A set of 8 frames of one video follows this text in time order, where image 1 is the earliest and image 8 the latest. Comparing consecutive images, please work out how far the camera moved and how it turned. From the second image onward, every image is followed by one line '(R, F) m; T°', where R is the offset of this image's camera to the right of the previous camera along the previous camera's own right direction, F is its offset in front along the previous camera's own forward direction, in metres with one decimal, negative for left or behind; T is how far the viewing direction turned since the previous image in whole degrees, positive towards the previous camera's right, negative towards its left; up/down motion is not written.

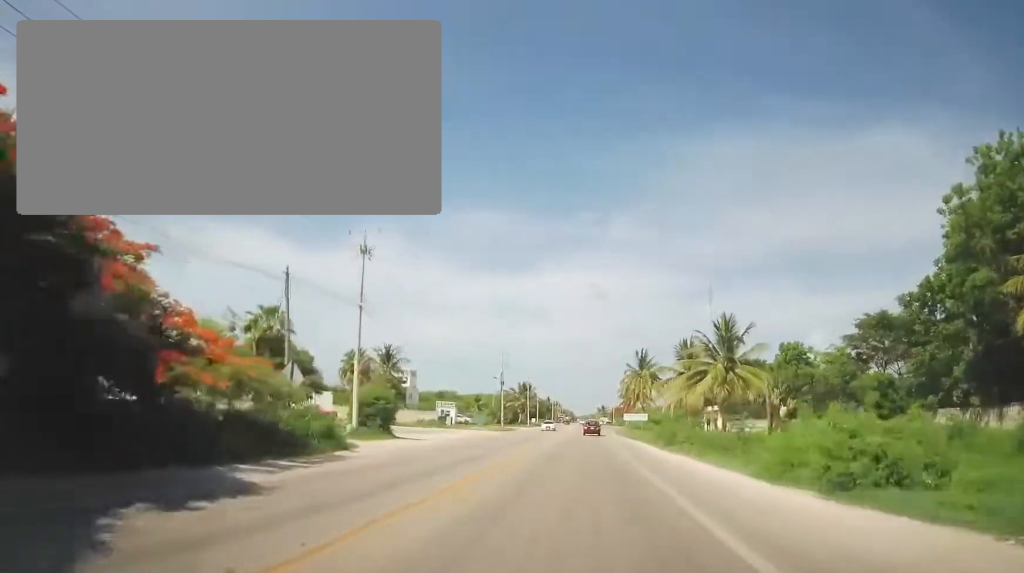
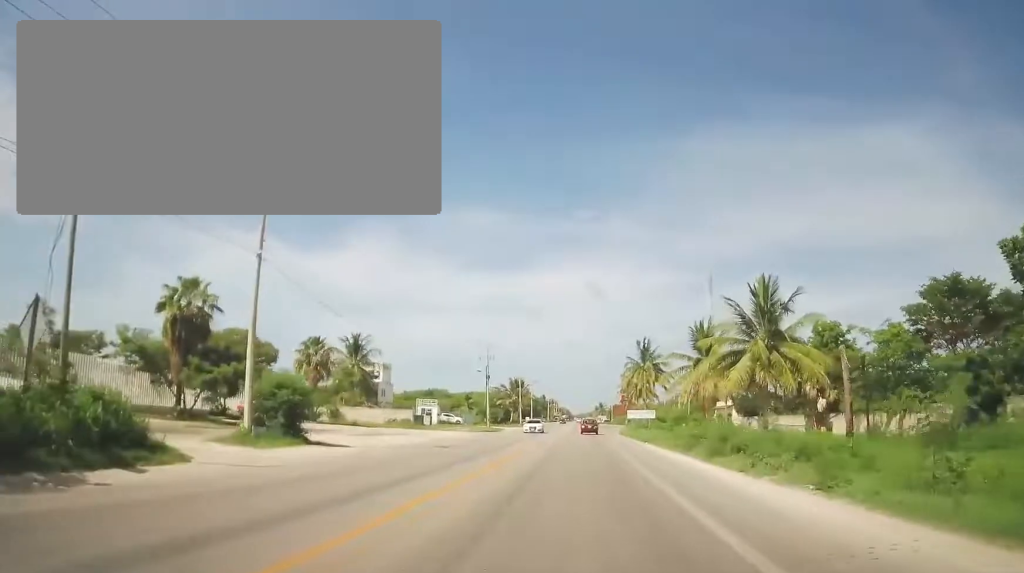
(-0.2, +11.1) m; +1°
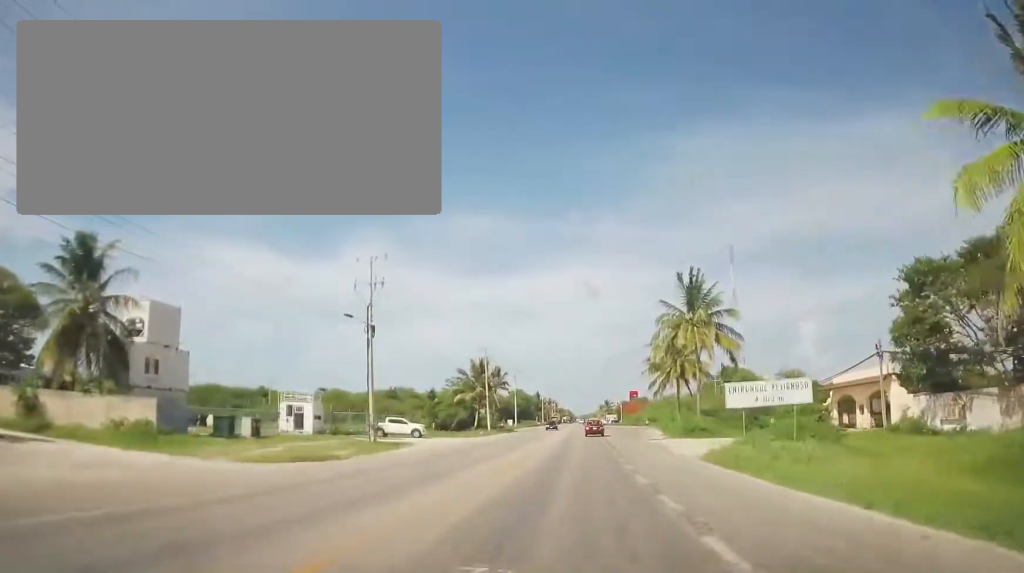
(+1.8, +46.2) m; +3°
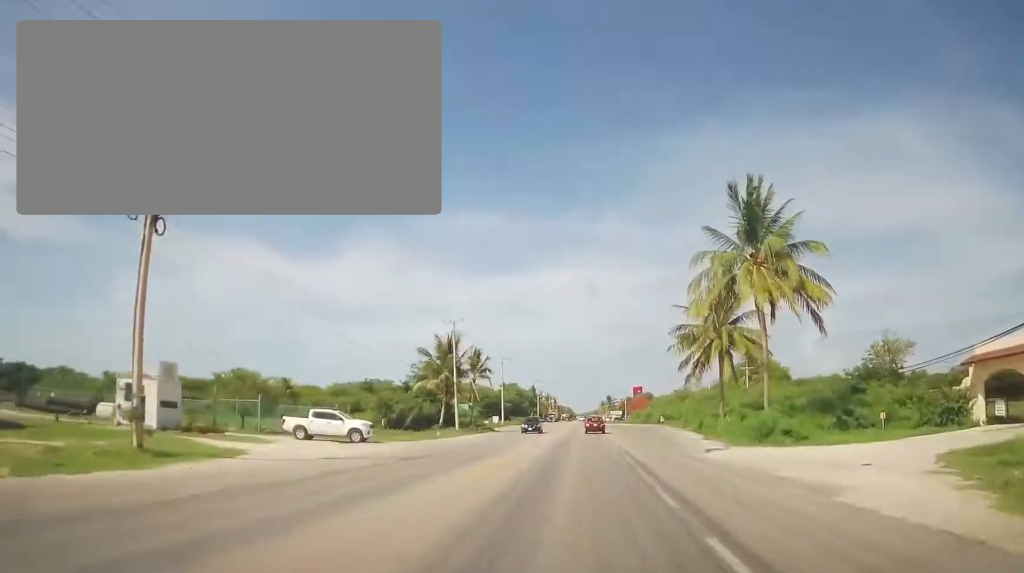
(0.0, +20.8) m; -1°
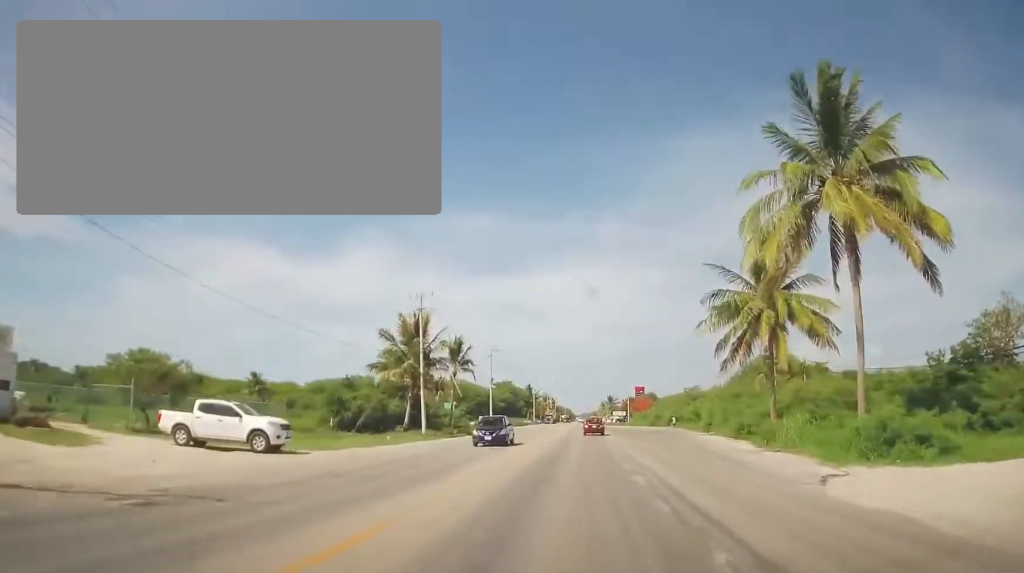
(-0.2, +12.8) m; -1°
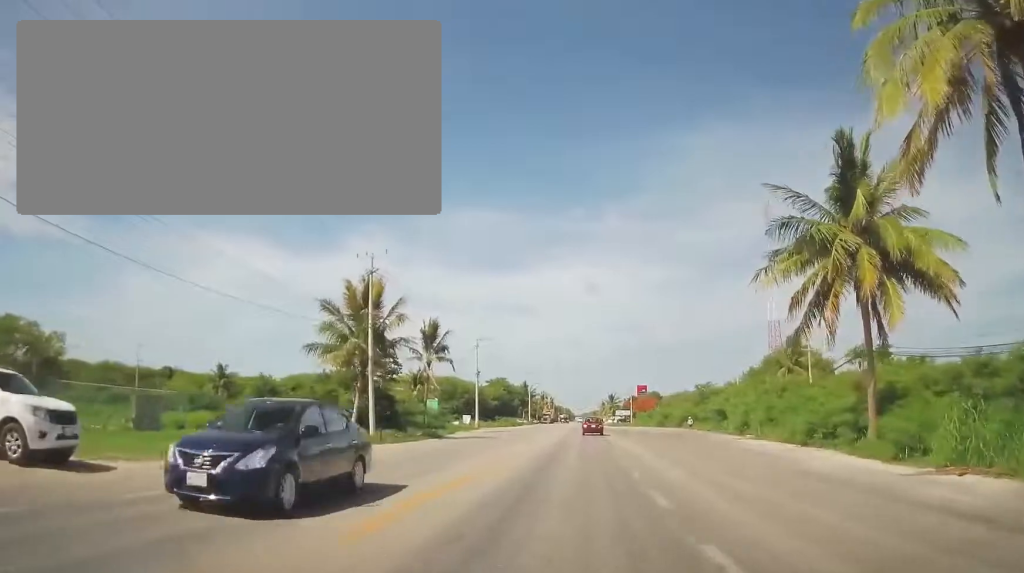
(-0.2, +12.3) m; -1°
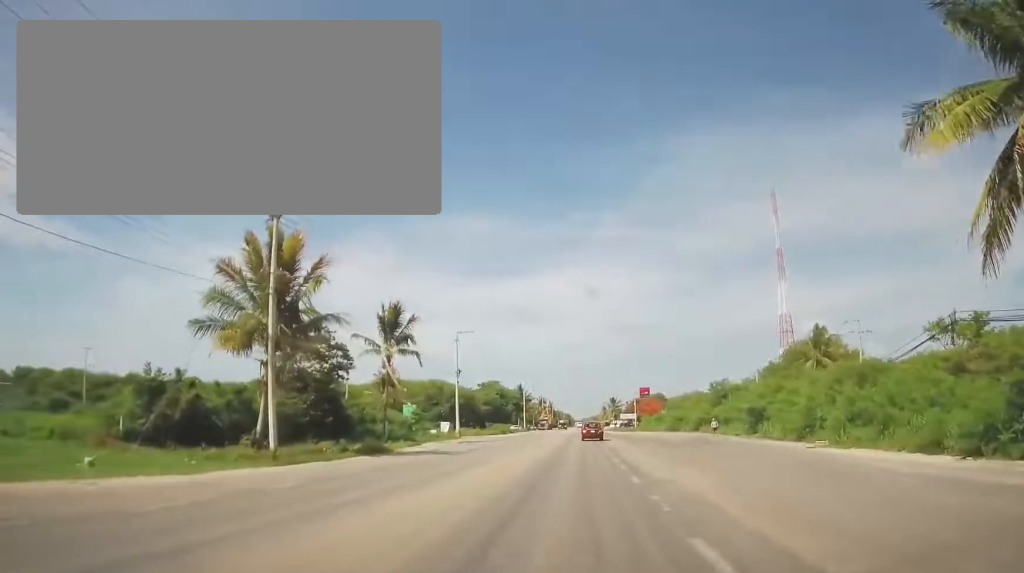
(-0.1, +12.7) m; 0°
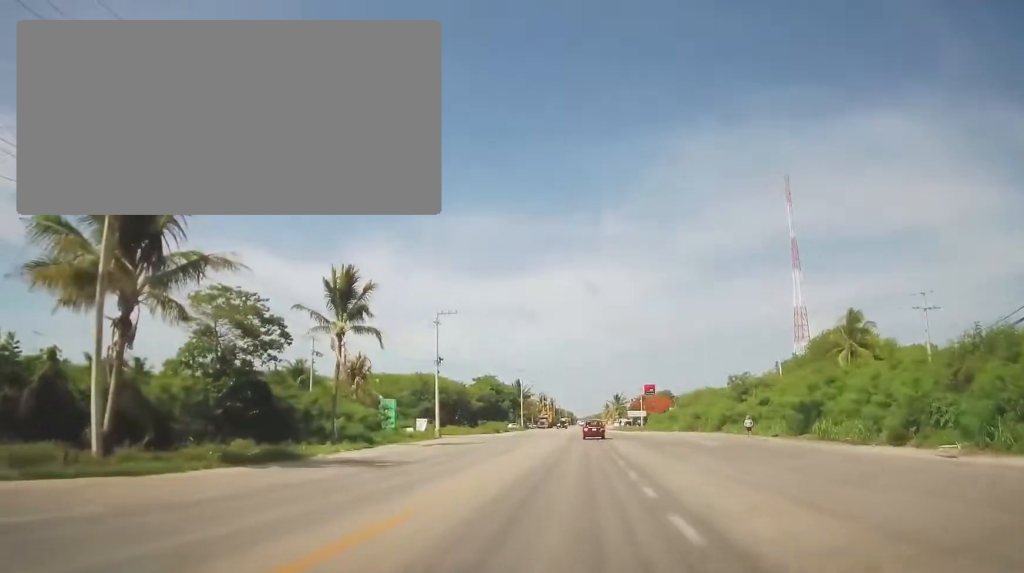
(-0.1, +10.9) m; +1°
